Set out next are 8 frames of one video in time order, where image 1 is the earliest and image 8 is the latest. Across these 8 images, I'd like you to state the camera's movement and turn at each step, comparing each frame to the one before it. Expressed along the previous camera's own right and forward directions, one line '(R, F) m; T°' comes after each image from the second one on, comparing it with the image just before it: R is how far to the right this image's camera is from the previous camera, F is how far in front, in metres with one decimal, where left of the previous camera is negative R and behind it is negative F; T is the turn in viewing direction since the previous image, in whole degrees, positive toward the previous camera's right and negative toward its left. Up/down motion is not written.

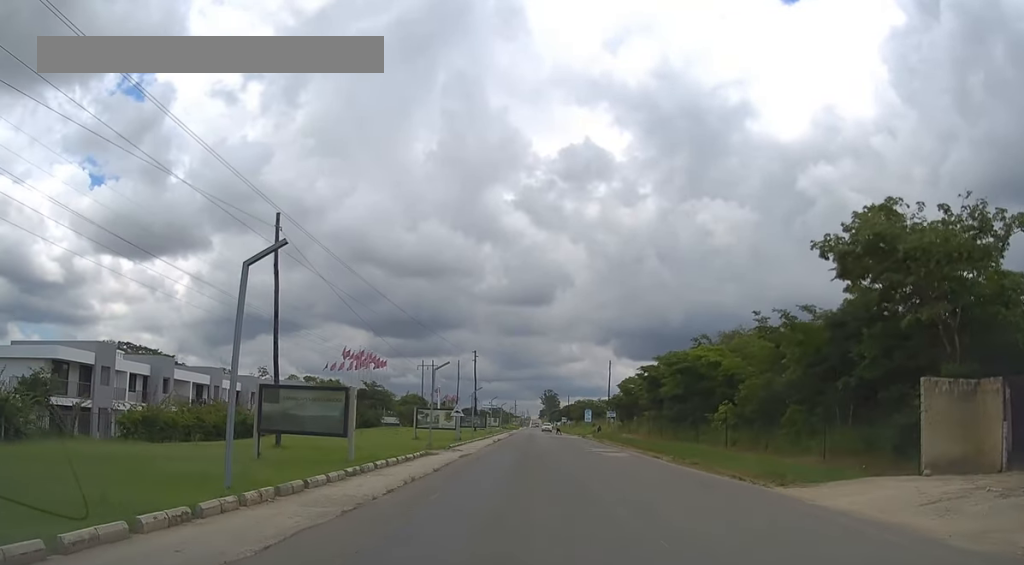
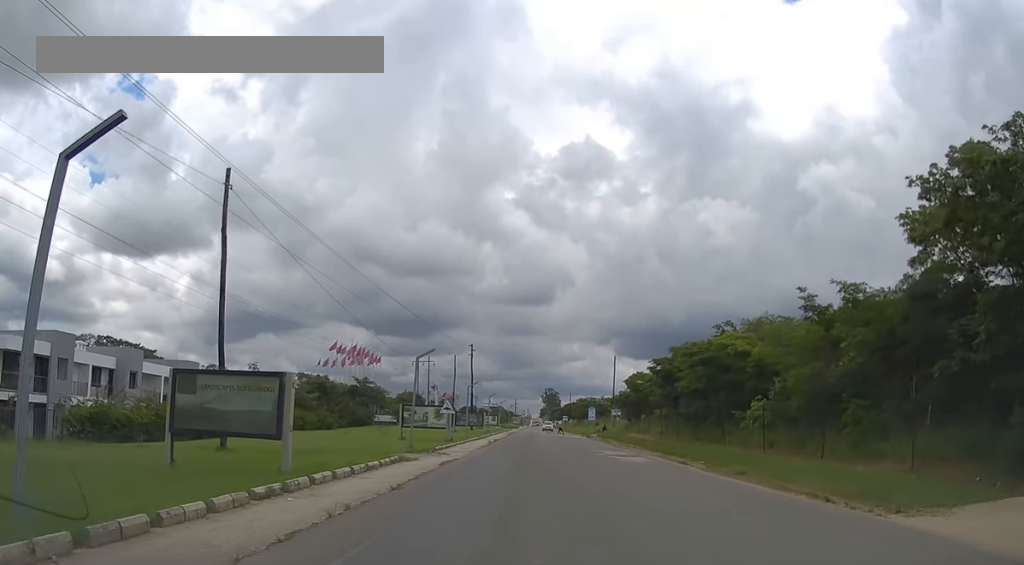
(0.0, +5.8) m; 0°
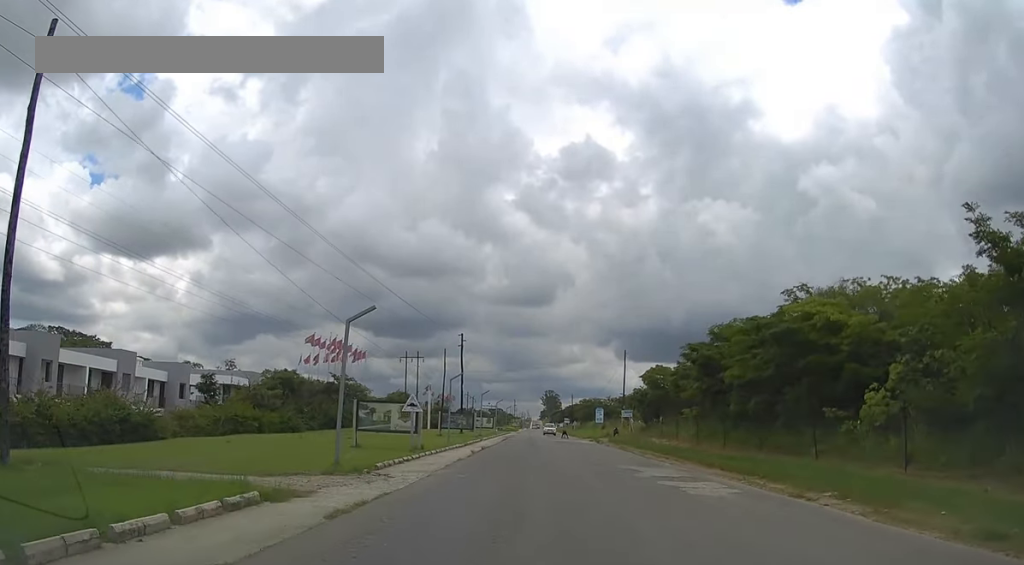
(0.0, +12.0) m; 0°
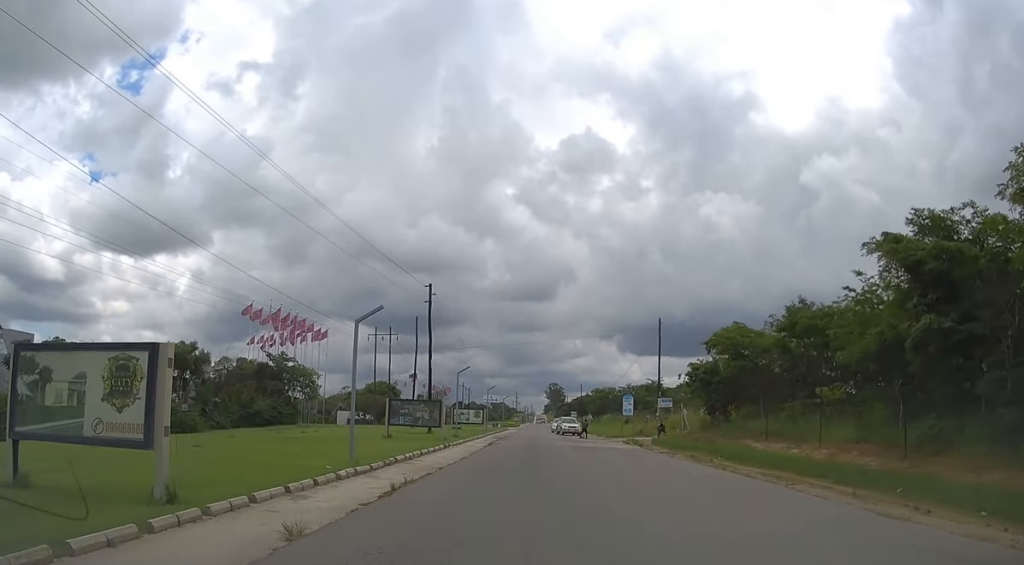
(-0.1, +24.5) m; -1°
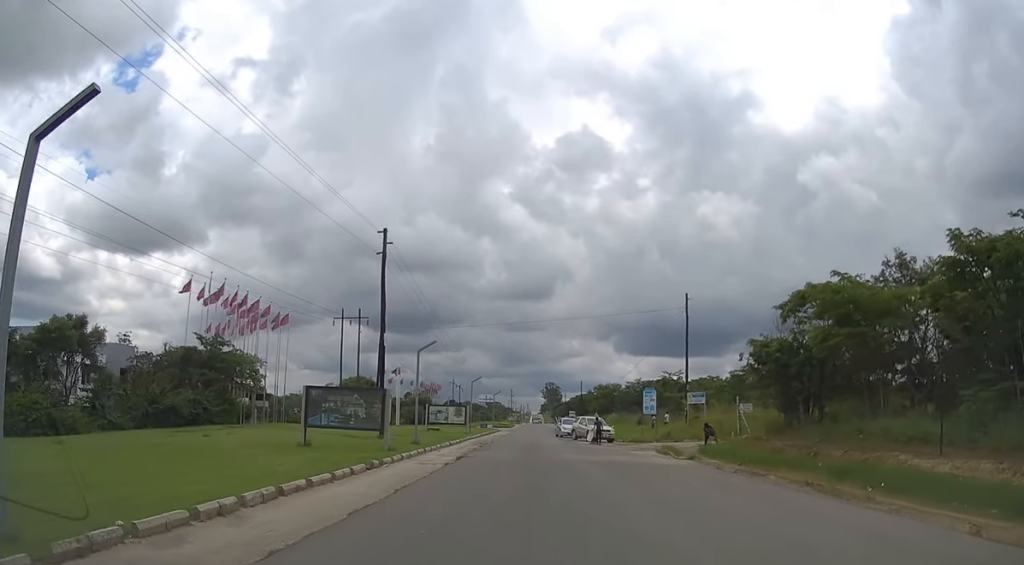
(0.0, +15.1) m; 0°
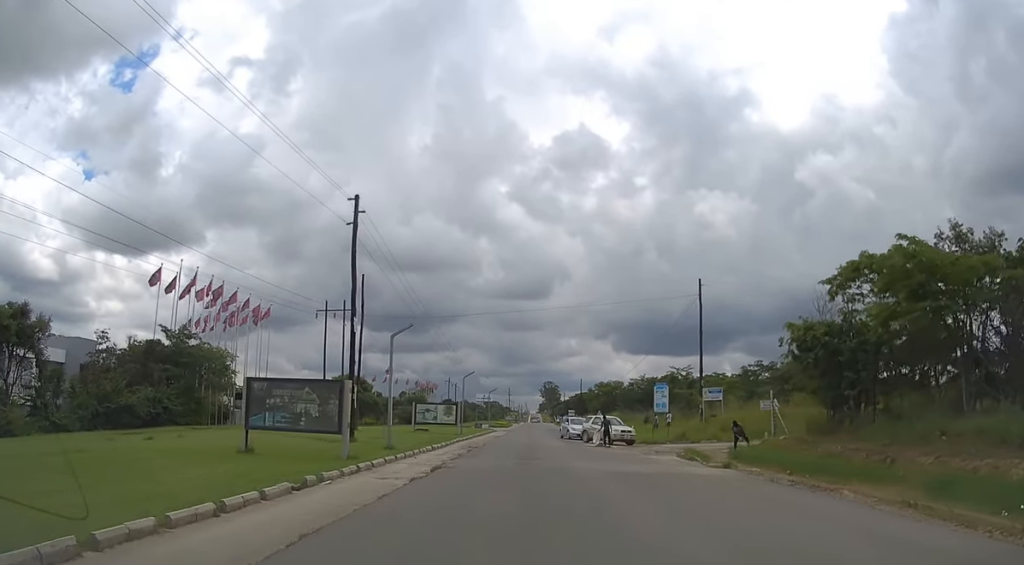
(0.0, +6.2) m; 0°
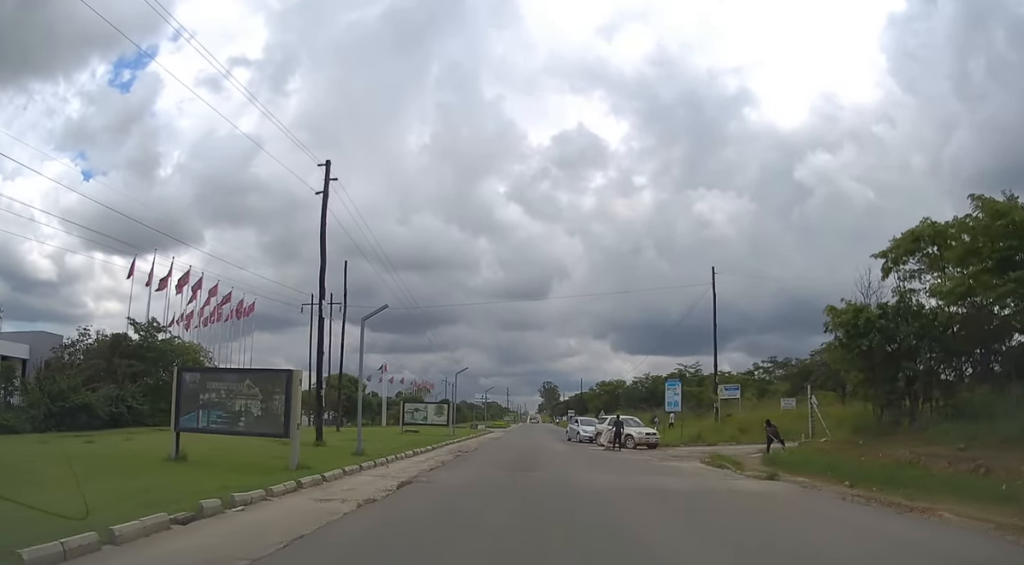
(0.0, +4.9) m; 0°
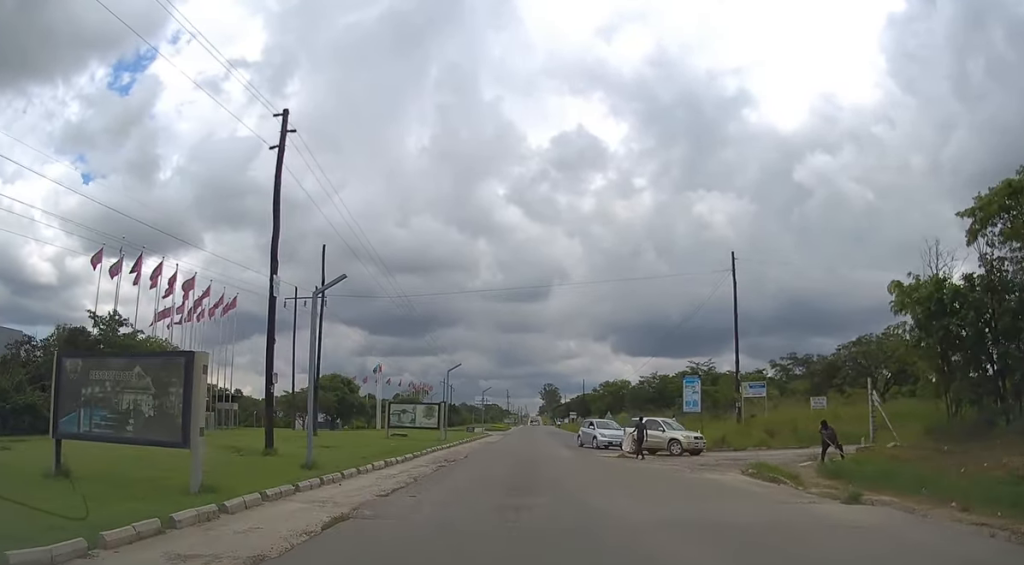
(0.0, +5.9) m; 0°
